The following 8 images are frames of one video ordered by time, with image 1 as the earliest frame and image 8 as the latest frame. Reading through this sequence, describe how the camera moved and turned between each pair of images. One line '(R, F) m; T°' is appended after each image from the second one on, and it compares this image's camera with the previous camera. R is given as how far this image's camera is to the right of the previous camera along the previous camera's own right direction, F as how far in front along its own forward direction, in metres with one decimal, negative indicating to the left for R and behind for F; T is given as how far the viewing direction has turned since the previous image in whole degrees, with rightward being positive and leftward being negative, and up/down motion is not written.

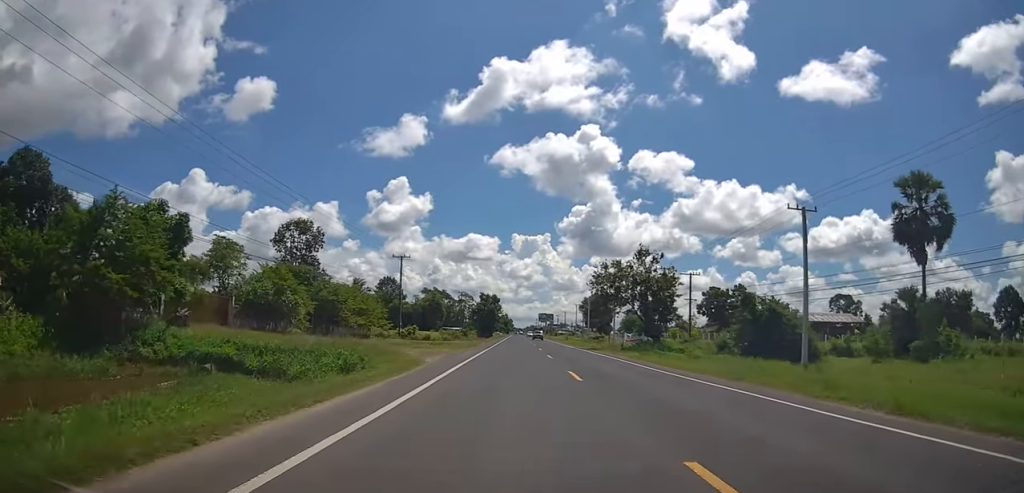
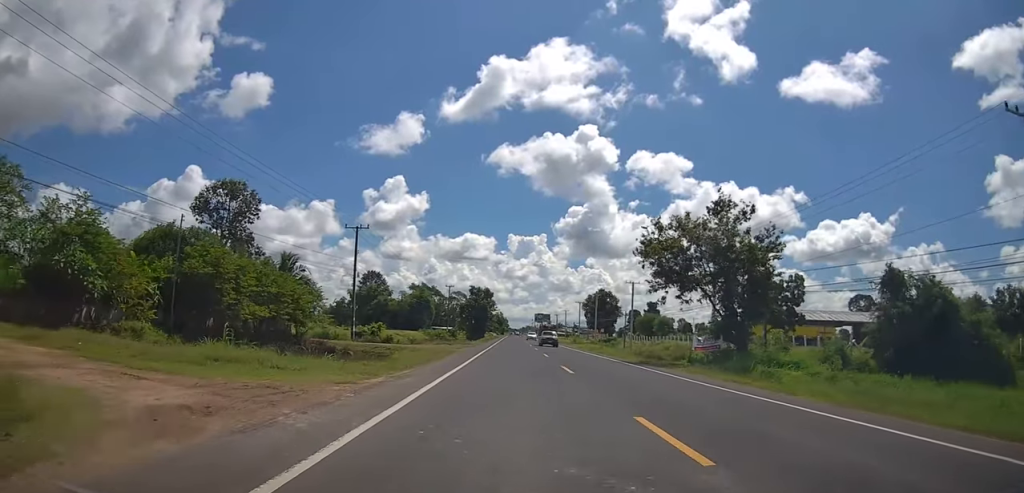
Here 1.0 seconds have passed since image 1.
(+0.1, +21.2) m; 0°
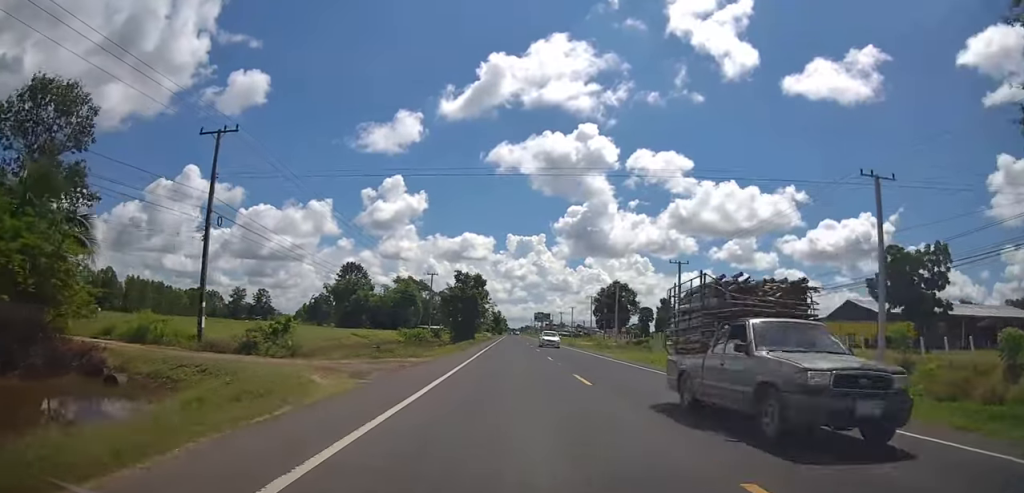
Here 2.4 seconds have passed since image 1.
(+0.2, +28.2) m; 0°
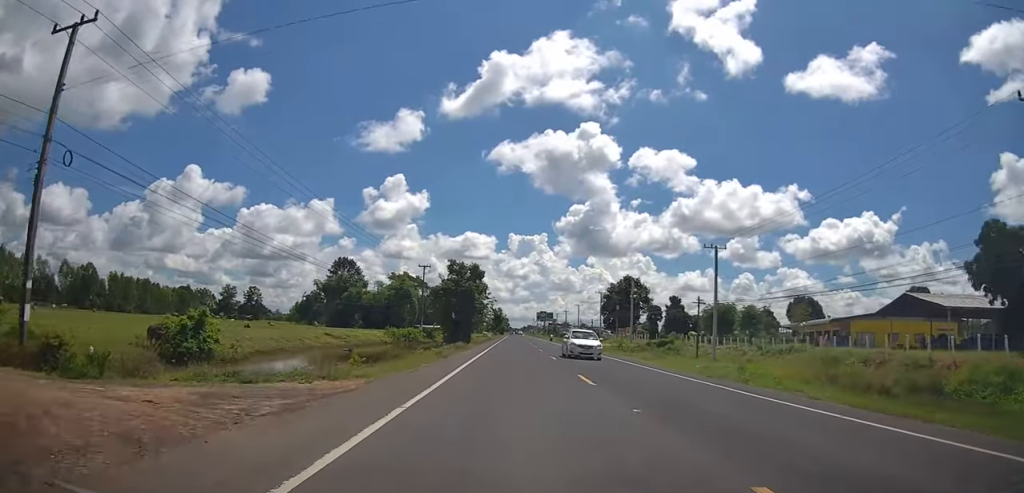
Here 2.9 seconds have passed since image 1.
(-0.1, +12.2) m; 0°
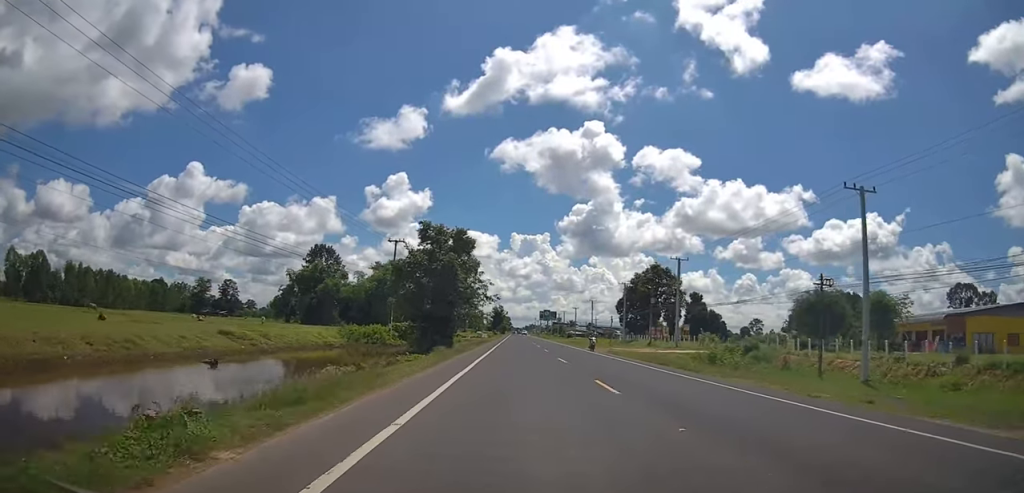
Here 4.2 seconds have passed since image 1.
(0.0, +25.8) m; 0°
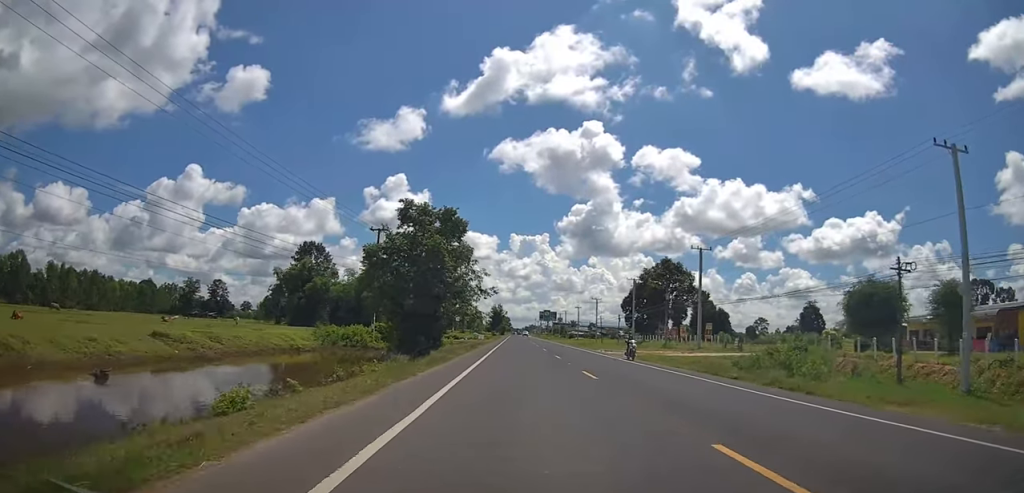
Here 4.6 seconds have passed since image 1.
(+0.3, +8.8) m; 0°
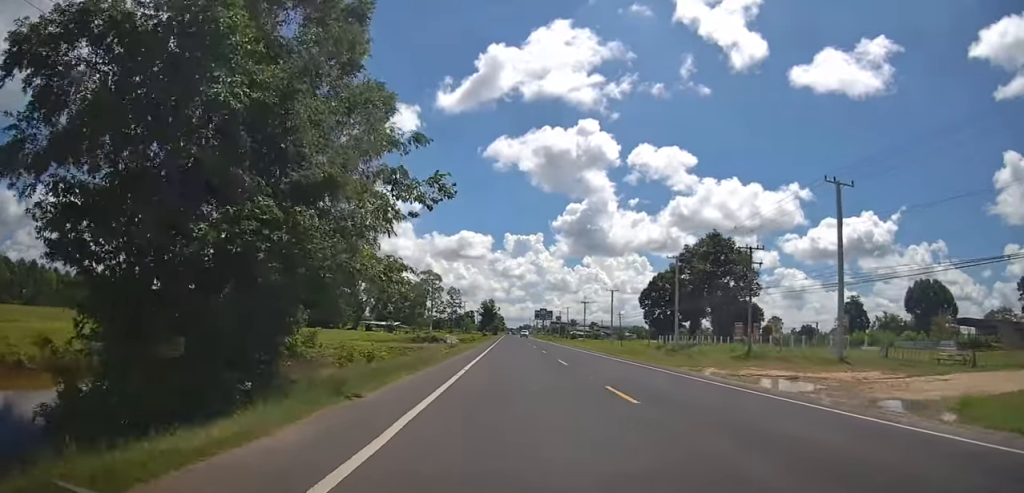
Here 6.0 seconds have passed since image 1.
(-0.4, +29.6) m; 0°
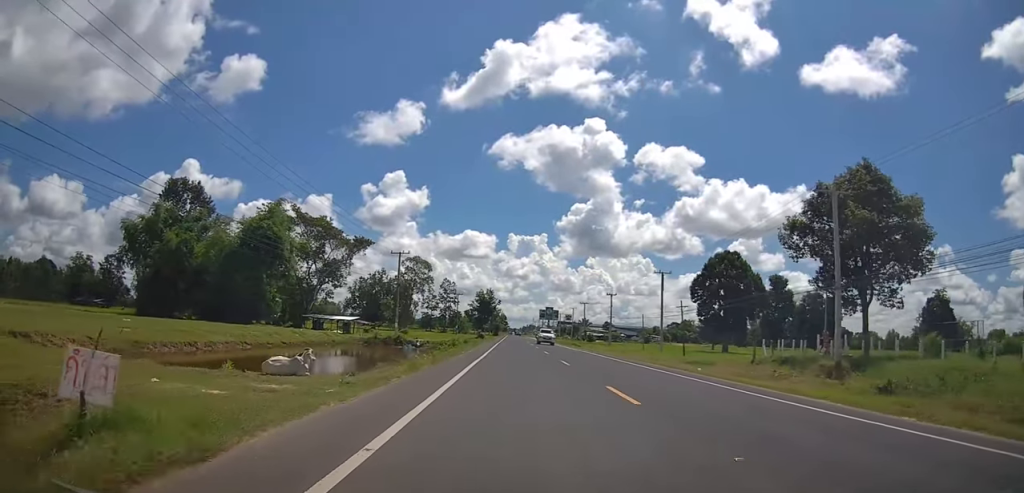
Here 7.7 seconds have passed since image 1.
(-0.3, +36.3) m; 0°
